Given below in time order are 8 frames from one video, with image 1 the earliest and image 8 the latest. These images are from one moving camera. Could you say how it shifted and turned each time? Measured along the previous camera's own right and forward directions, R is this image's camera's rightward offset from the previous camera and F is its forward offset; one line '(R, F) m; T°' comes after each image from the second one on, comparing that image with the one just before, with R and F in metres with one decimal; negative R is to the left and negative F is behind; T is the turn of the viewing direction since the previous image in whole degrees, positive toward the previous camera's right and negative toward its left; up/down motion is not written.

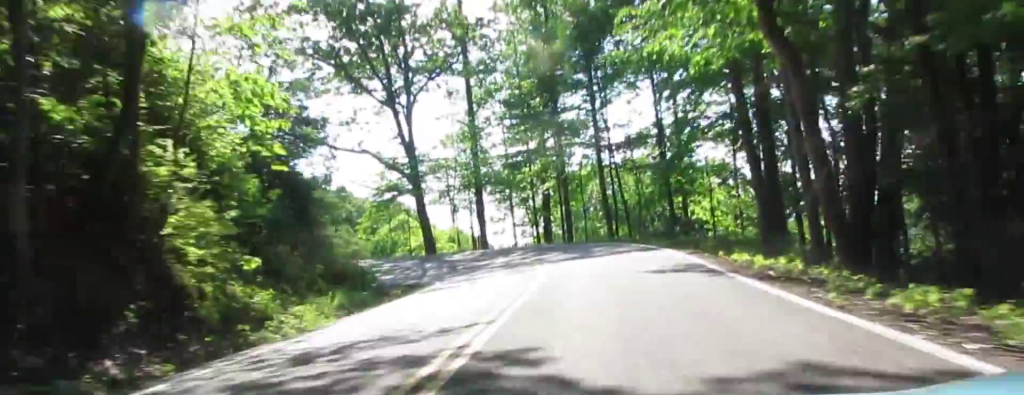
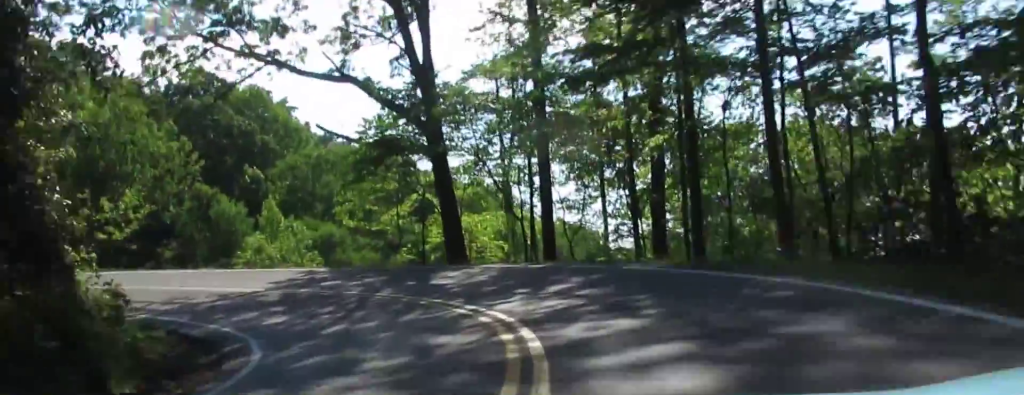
(-2.8, +22.8) m; -35°
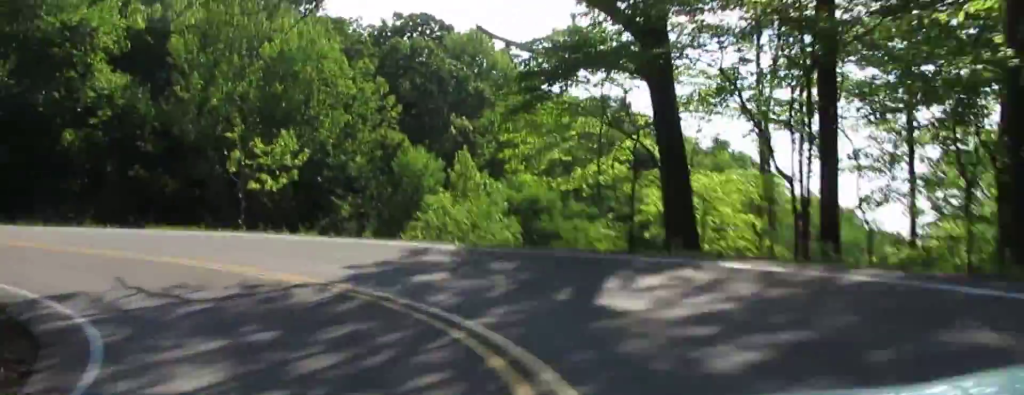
(-4.4, +9.7) m; -25°
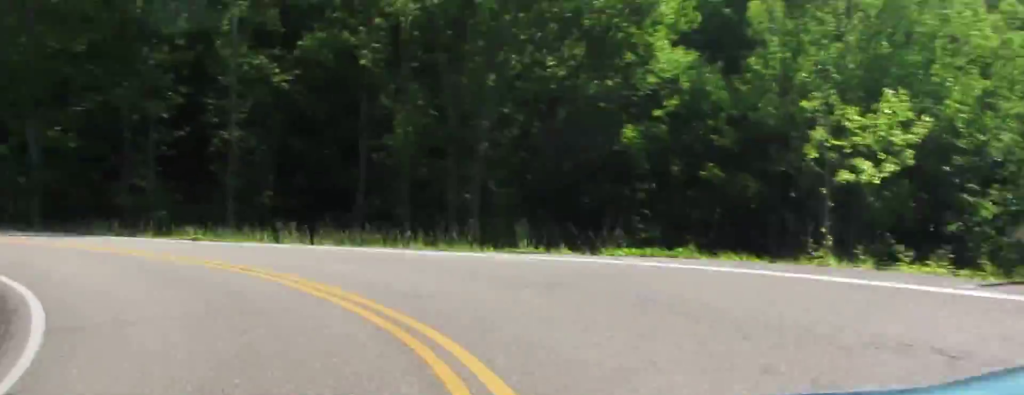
(-4.1, +15.0) m; -18°
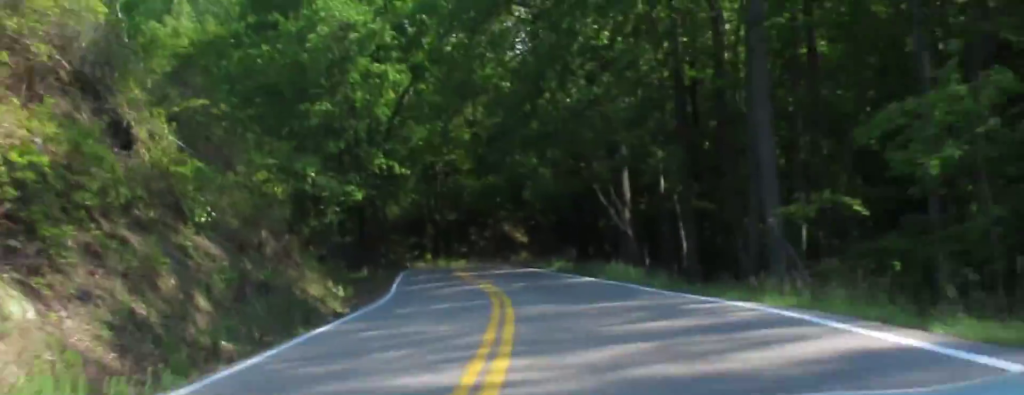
(-4.2, +34.2) m; -12°
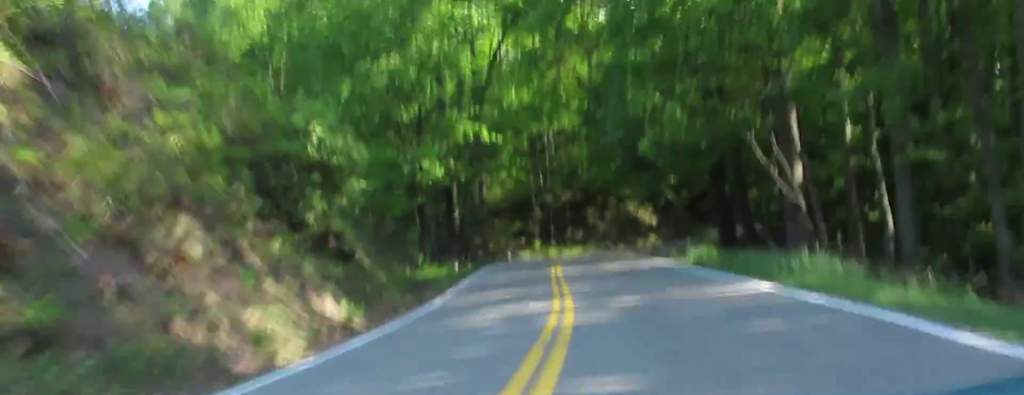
(-0.3, +16.4) m; 0°
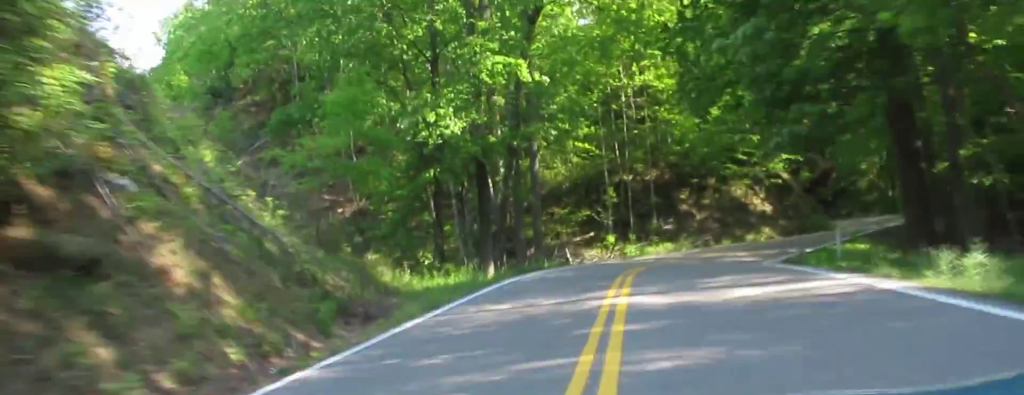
(+0.4, +22.7) m; +6°
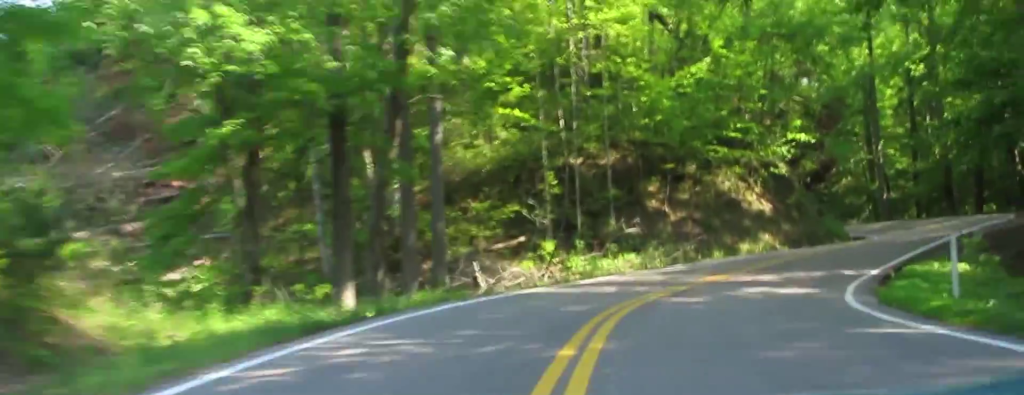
(+0.6, +19.7) m; +9°
